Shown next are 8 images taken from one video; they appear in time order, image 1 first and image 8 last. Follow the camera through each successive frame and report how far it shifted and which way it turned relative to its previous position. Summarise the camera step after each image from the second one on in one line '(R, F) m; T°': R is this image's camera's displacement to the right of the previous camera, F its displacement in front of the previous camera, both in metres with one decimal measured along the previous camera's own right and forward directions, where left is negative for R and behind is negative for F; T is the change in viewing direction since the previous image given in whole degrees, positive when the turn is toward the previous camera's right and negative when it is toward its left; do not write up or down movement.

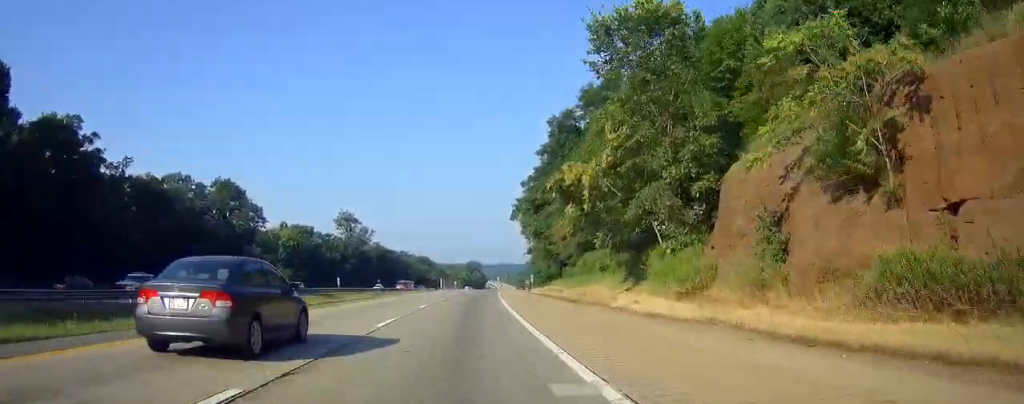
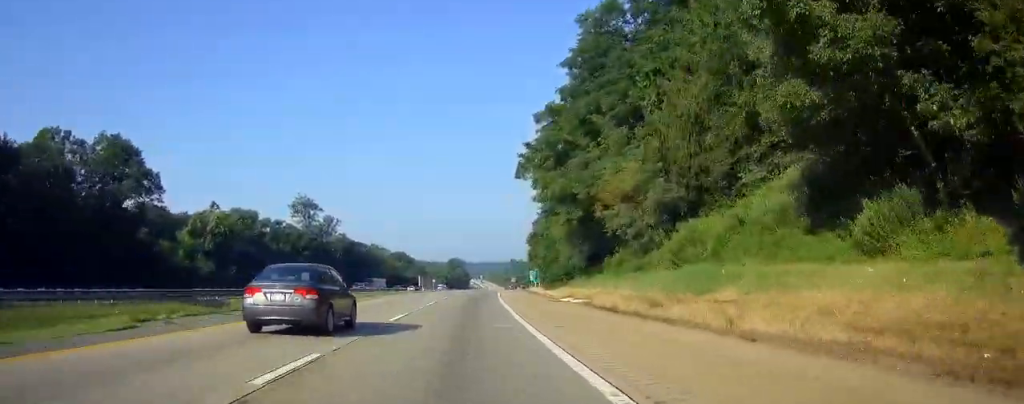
(+0.4, +34.4) m; +1°
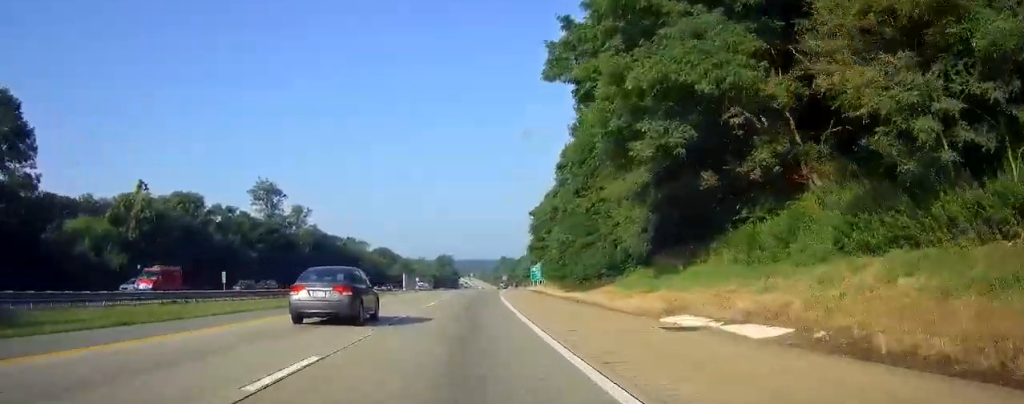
(+0.3, +25.6) m; +1°
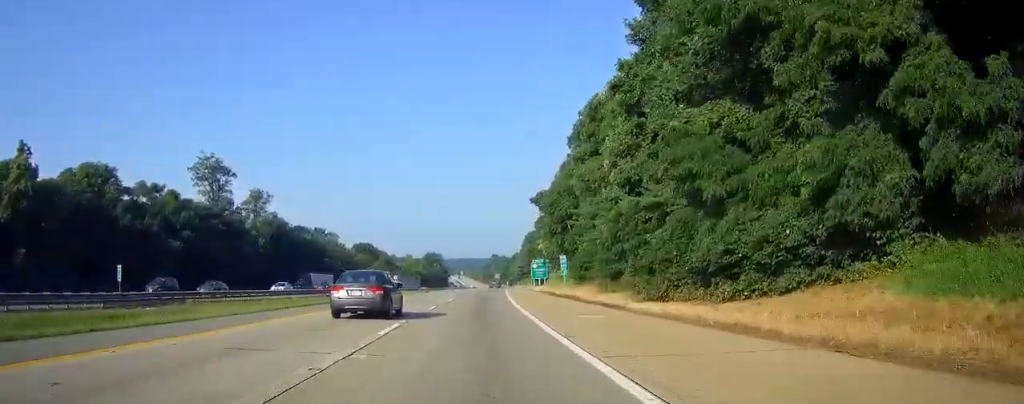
(+0.2, +29.1) m; +1°
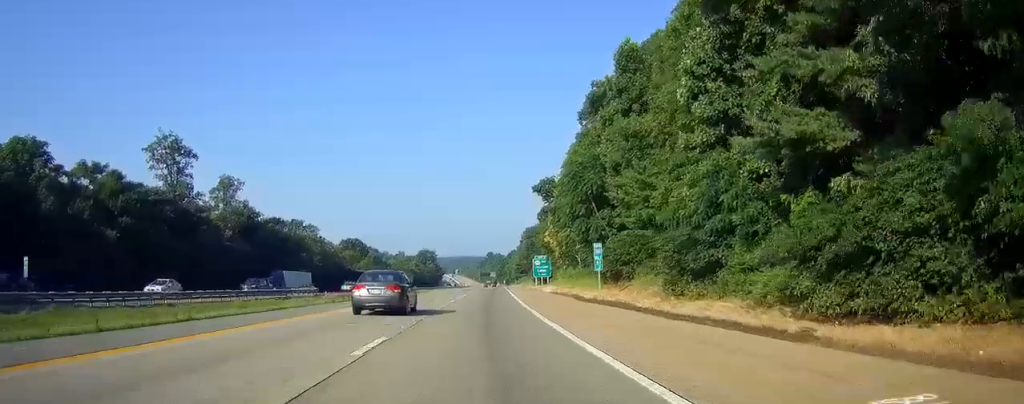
(+0.2, +16.9) m; +1°
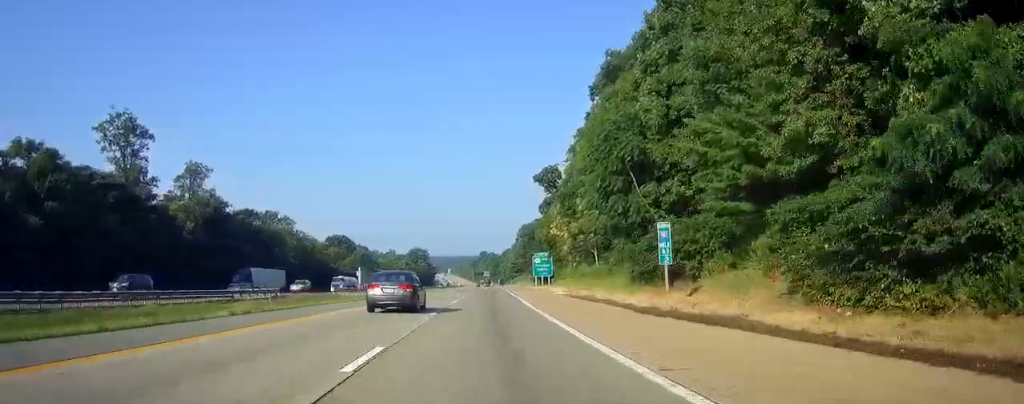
(0.0, +14.6) m; 0°
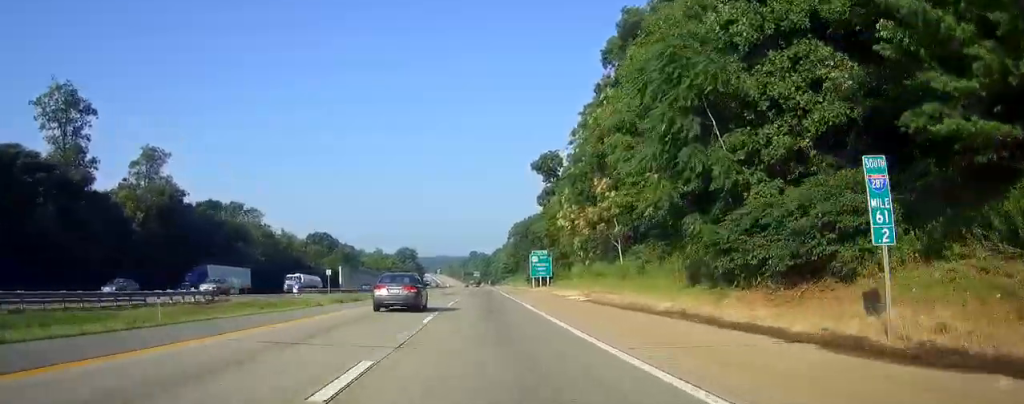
(+0.1, +14.7) m; +1°
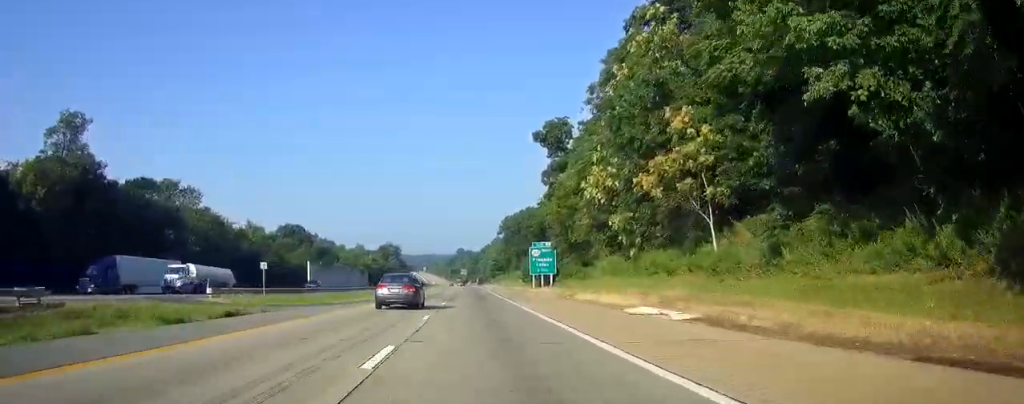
(0.0, +22.7) m; +1°
